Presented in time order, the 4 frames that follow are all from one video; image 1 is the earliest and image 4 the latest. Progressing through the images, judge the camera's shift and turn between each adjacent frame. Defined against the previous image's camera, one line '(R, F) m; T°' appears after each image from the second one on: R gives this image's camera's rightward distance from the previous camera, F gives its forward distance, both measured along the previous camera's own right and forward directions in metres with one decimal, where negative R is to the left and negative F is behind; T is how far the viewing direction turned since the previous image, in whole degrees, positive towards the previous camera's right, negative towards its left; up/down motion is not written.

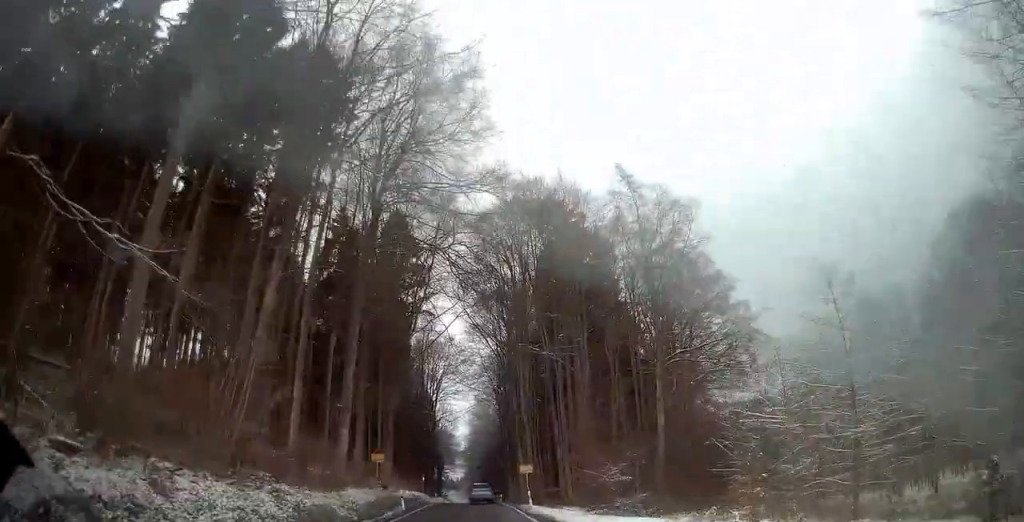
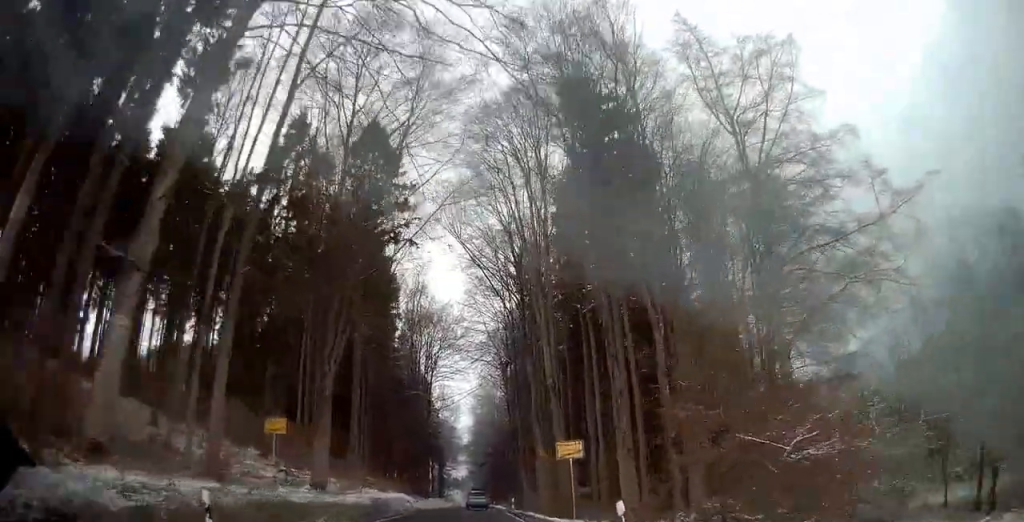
(-0.3, +21.3) m; 0°
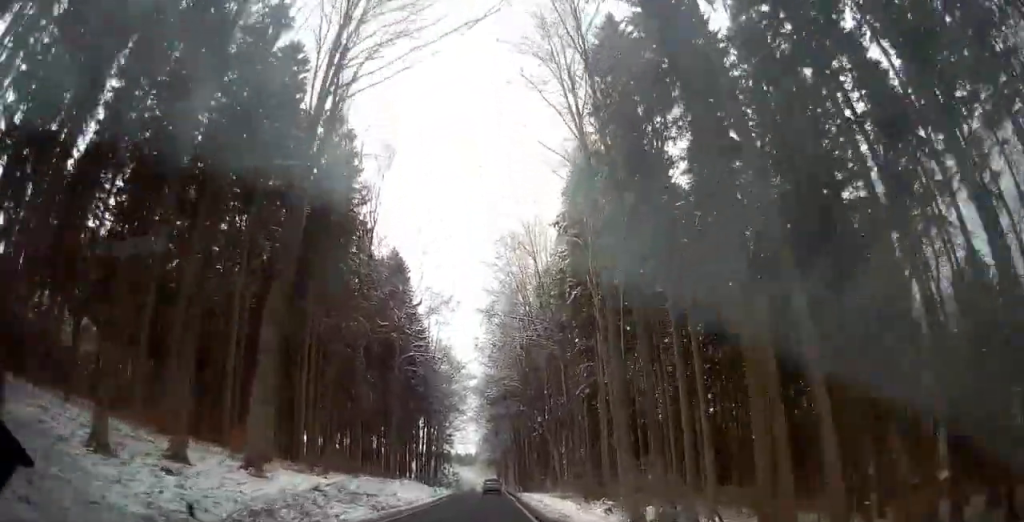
(-3.7, +78.1) m; -3°
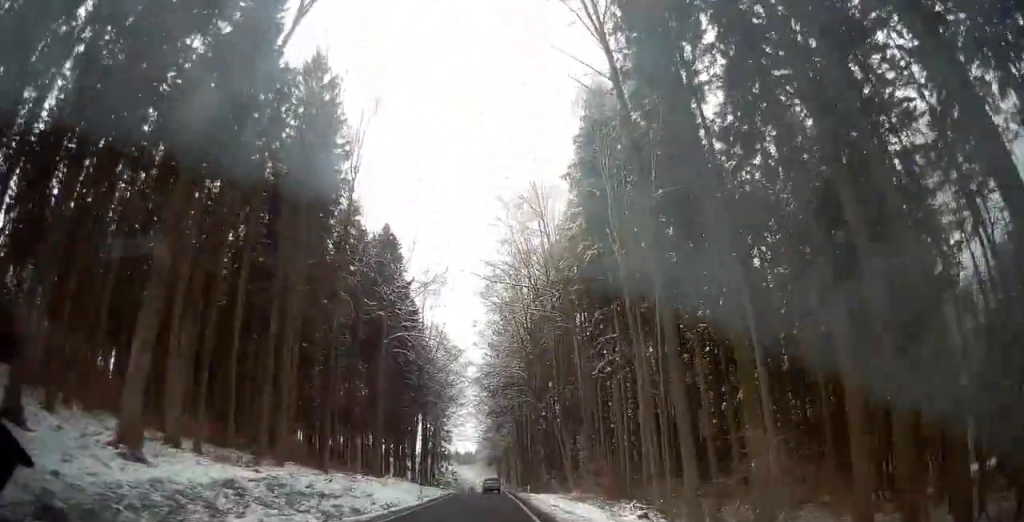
(+0.4, +8.7) m; +1°
